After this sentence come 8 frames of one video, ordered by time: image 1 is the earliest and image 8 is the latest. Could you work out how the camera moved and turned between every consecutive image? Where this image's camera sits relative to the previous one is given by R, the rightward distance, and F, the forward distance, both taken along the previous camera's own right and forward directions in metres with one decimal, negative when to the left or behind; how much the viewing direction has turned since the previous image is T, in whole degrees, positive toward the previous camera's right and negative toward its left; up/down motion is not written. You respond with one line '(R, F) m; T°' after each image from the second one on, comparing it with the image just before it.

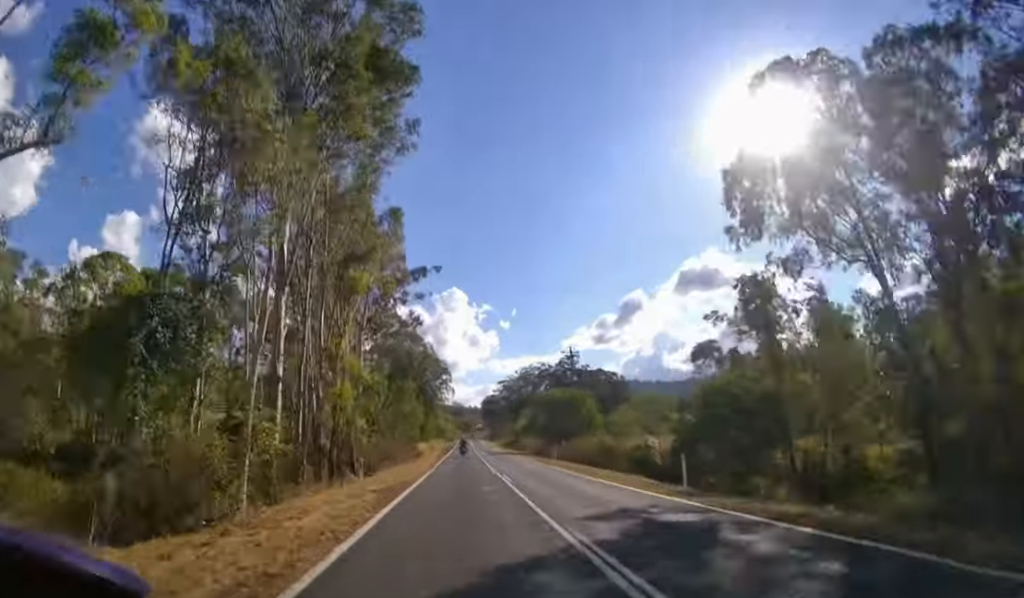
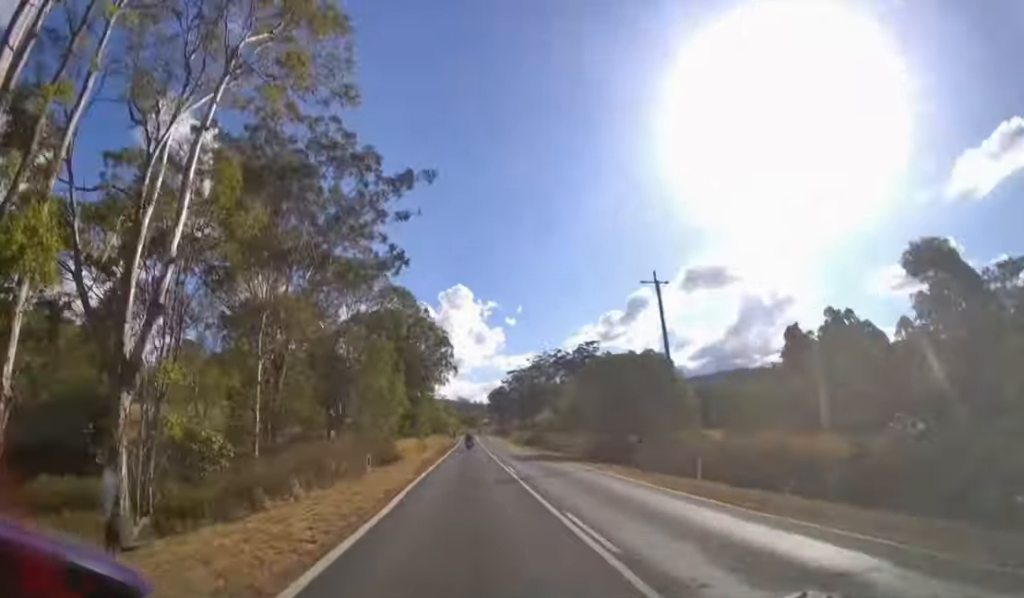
(0.0, +22.9) m; 0°
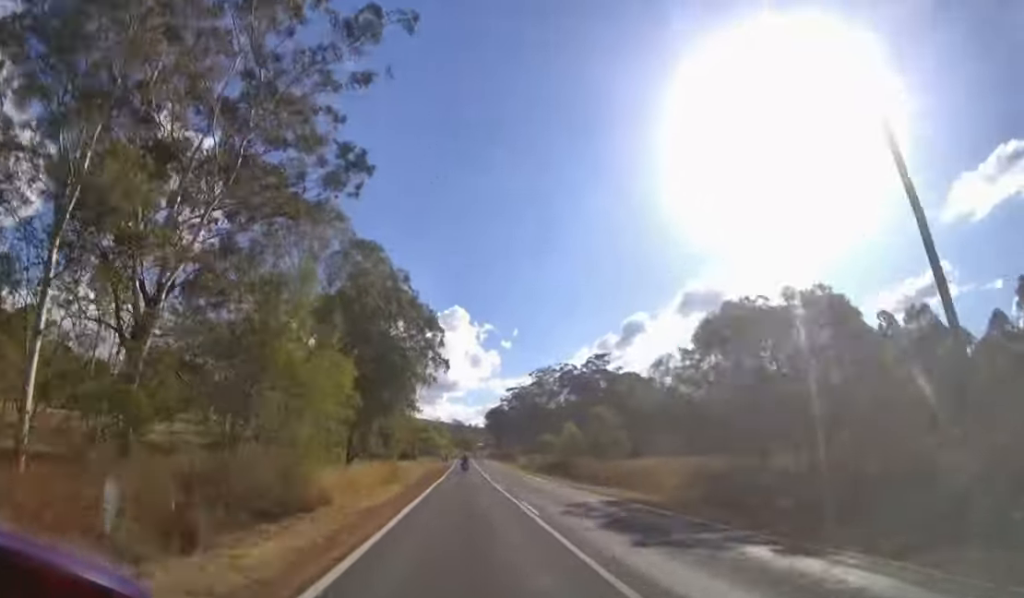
(0.0, +17.0) m; 0°
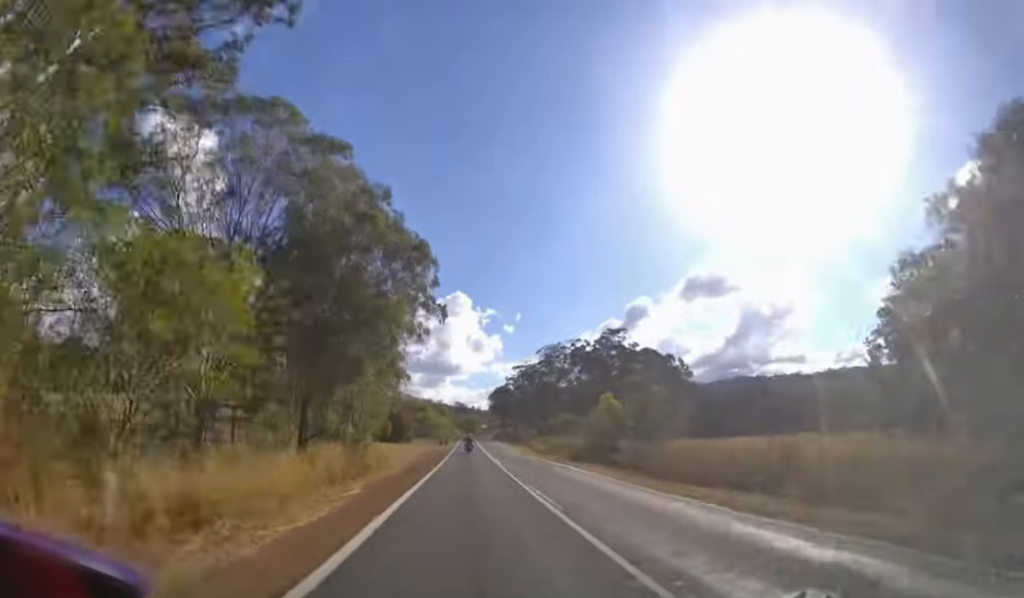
(0.0, +12.1) m; 0°
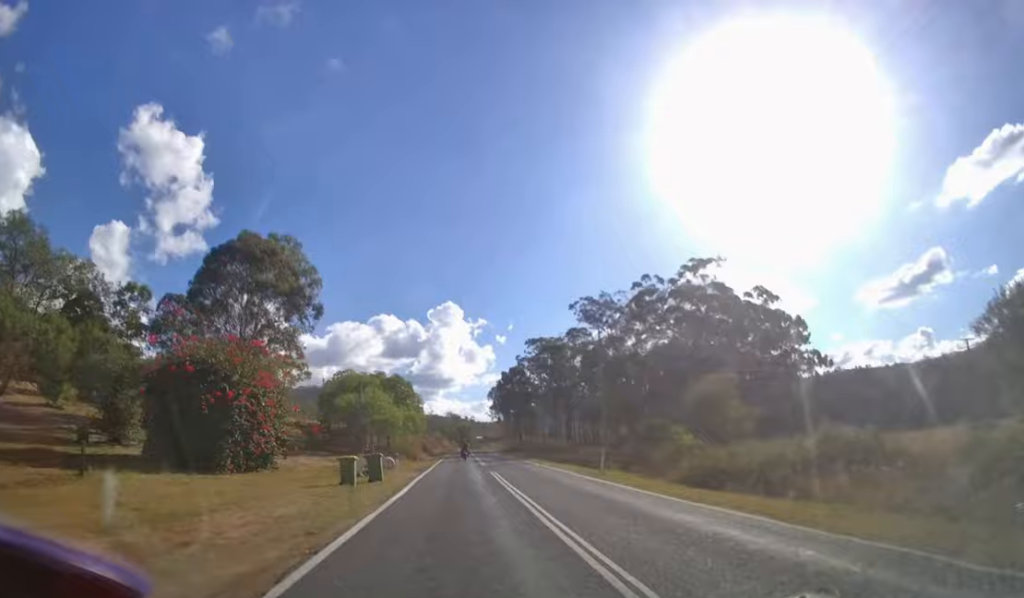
(+0.1, +47.5) m; 0°
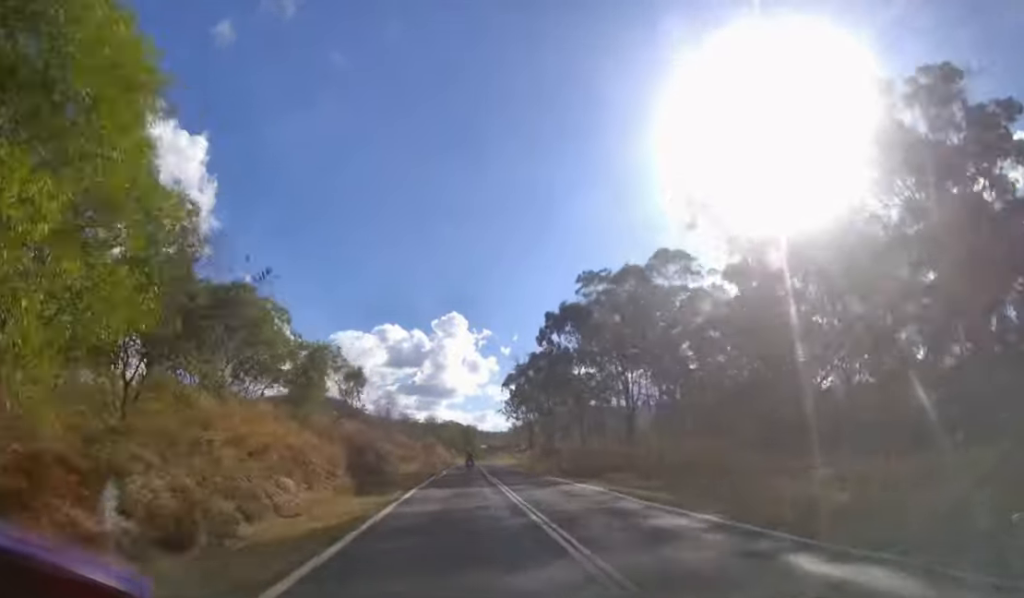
(0.0, +42.0) m; 0°
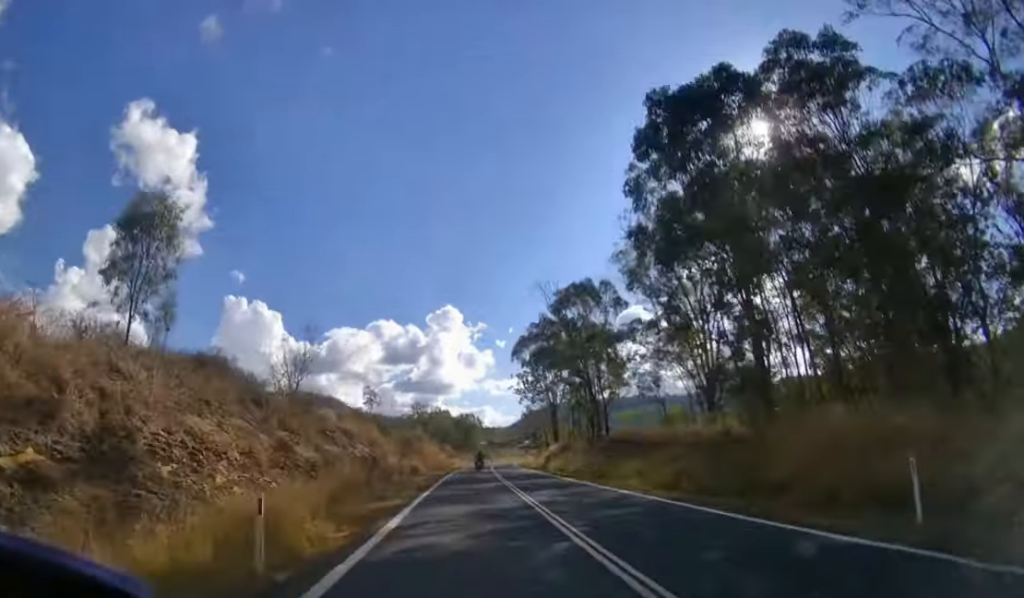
(0.0, +27.8) m; 0°
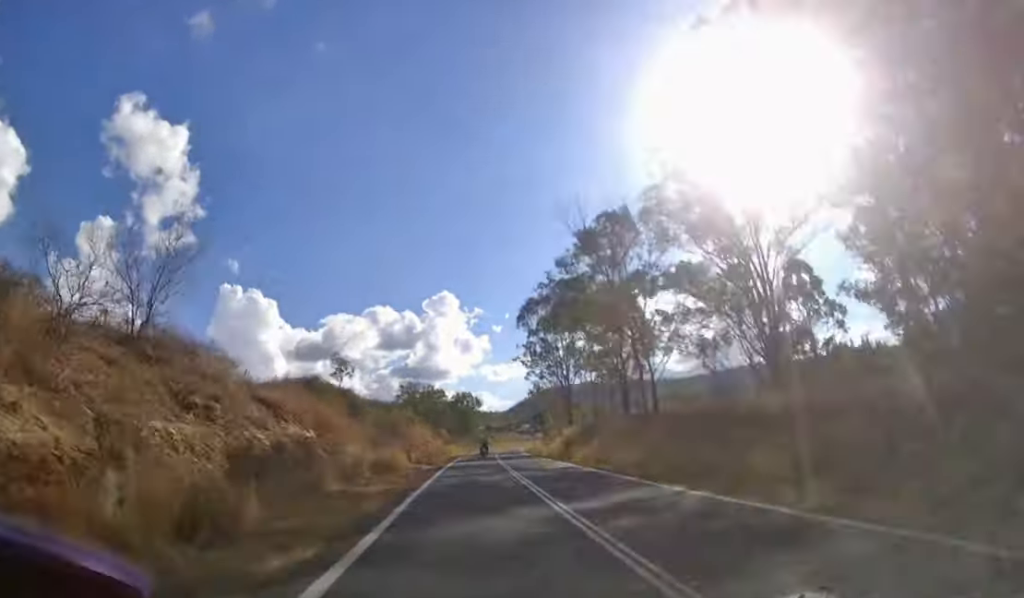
(0.0, +12.9) m; 0°
